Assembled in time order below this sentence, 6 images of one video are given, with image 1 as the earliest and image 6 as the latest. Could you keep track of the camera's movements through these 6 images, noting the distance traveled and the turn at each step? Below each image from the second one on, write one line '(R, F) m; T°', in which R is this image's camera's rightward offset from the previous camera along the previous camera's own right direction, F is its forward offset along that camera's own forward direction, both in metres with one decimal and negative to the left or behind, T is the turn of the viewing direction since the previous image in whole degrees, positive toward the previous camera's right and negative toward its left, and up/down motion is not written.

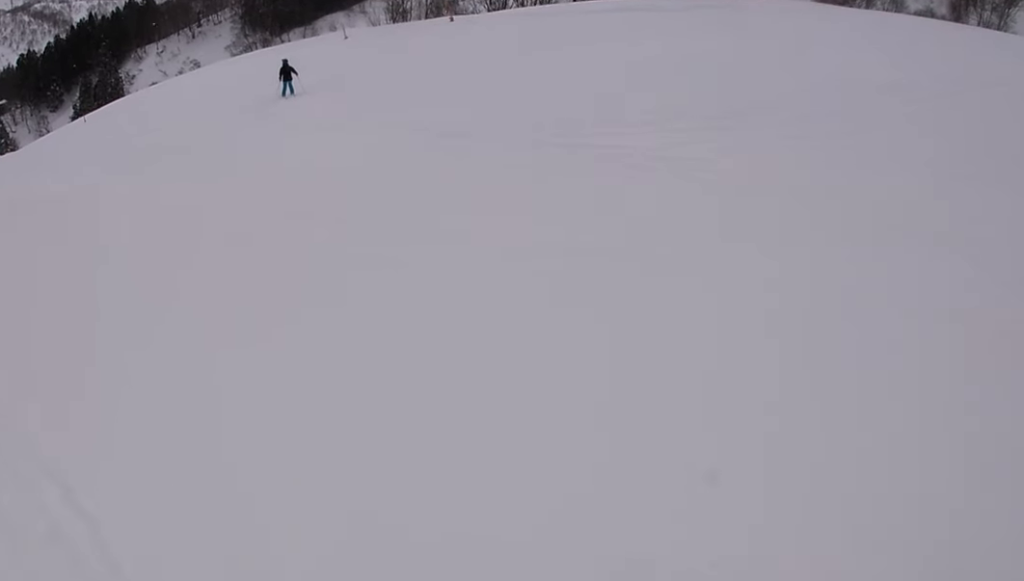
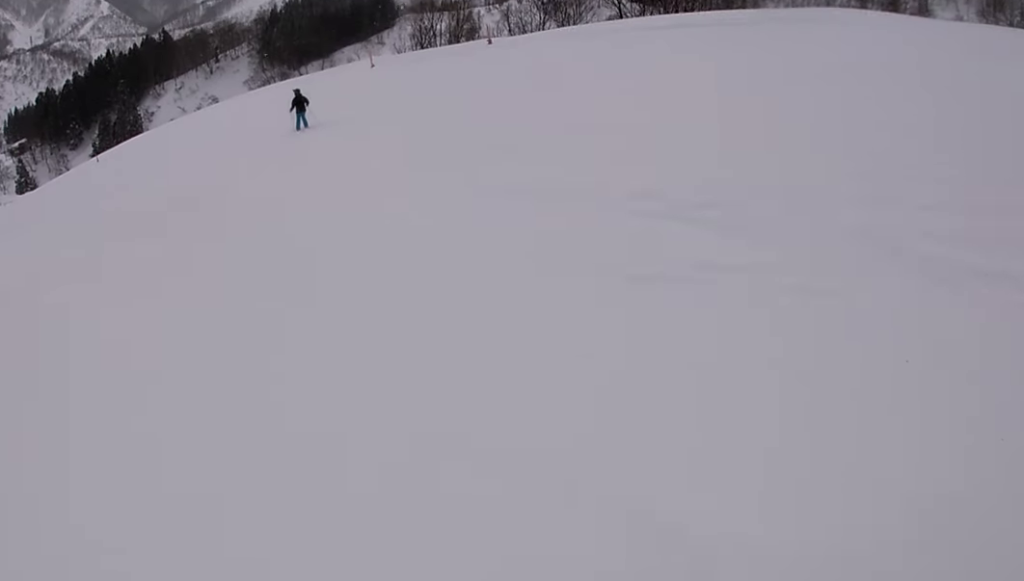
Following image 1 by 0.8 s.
(-0.4, +4.9) m; 0°
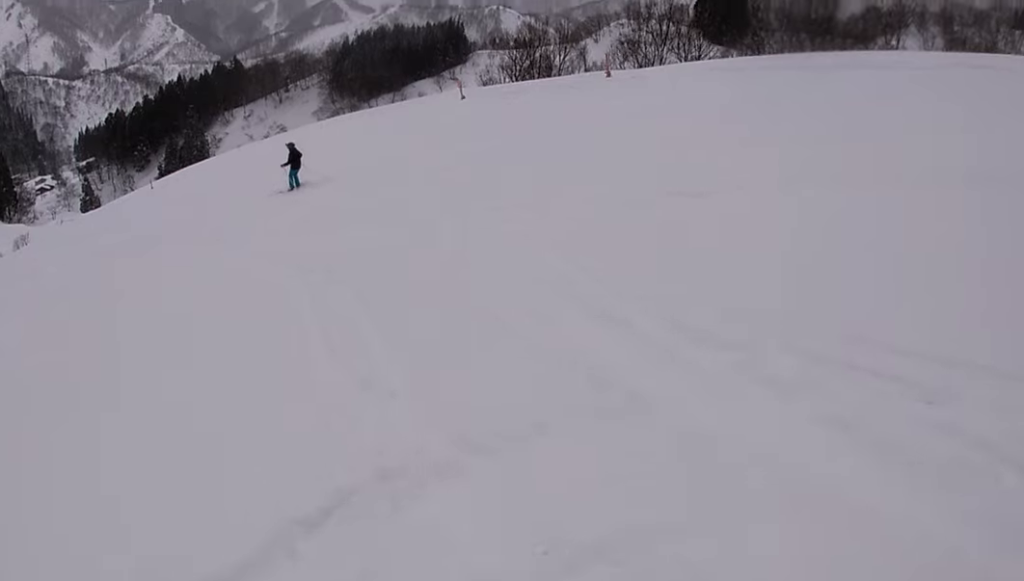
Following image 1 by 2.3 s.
(+0.6, +8.3) m; -5°
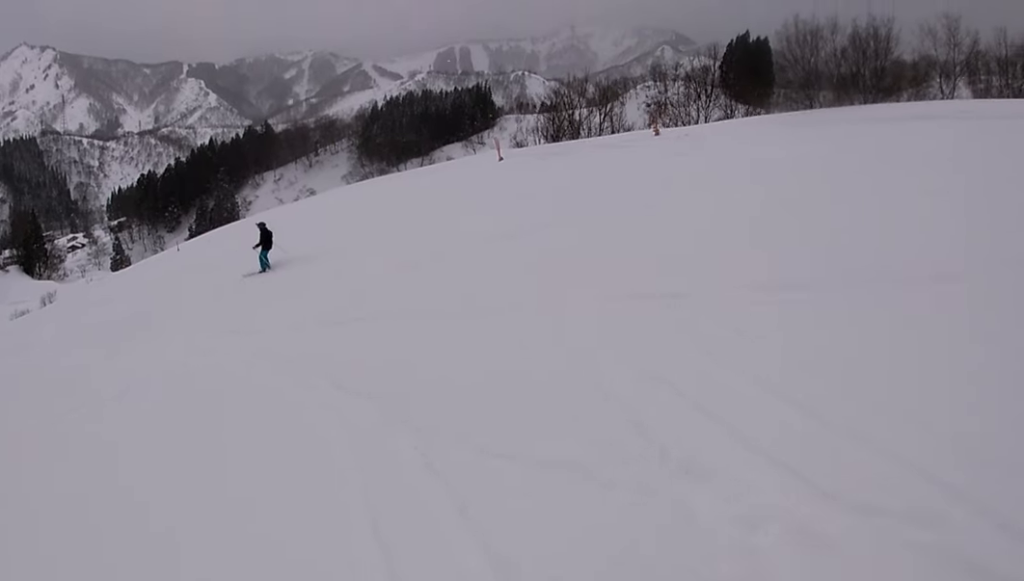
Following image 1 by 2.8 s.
(-0.8, +2.6) m; -6°
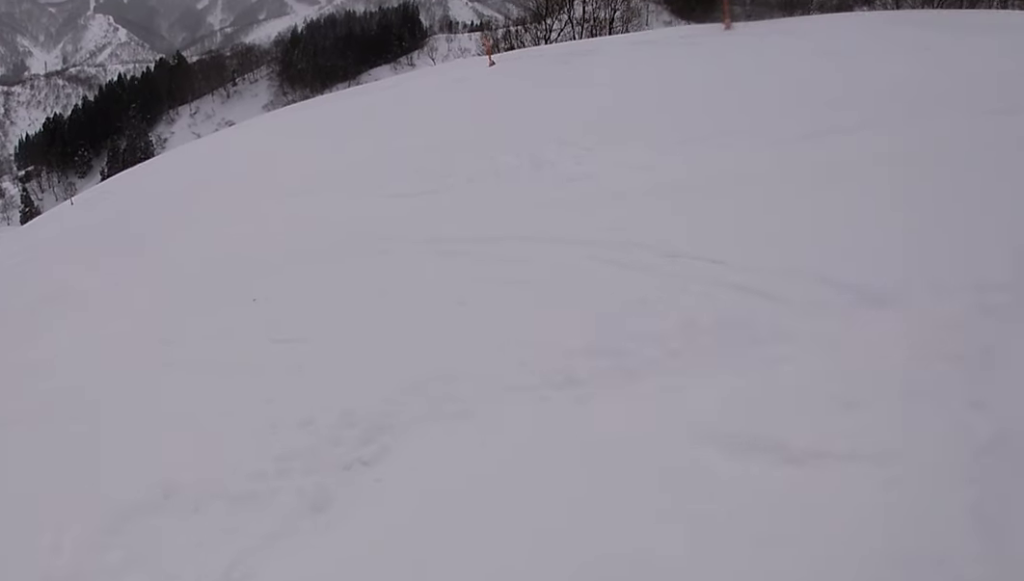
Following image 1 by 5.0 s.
(+0.8, +10.9) m; +18°
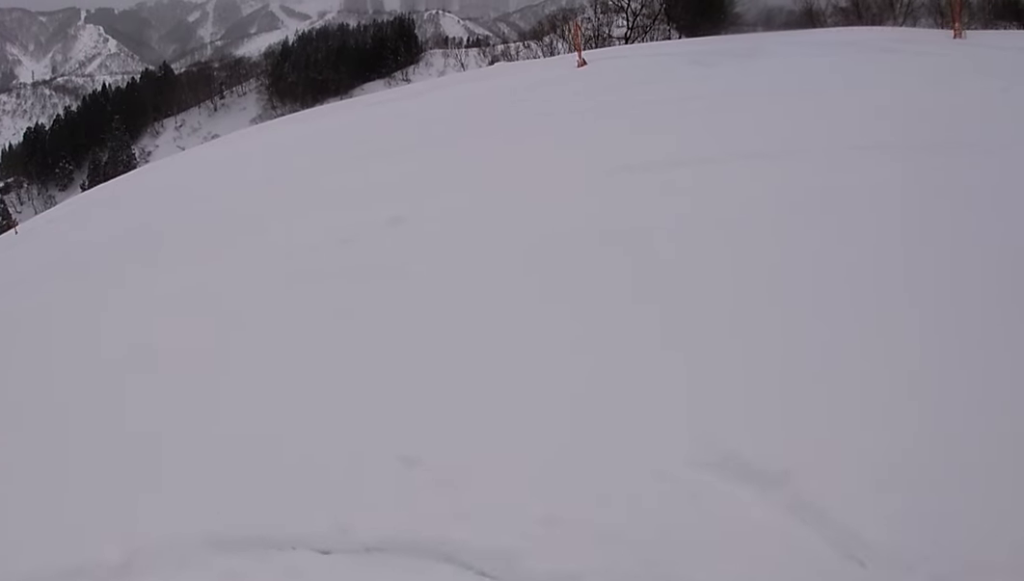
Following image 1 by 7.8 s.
(-0.6, +10.8) m; -19°
